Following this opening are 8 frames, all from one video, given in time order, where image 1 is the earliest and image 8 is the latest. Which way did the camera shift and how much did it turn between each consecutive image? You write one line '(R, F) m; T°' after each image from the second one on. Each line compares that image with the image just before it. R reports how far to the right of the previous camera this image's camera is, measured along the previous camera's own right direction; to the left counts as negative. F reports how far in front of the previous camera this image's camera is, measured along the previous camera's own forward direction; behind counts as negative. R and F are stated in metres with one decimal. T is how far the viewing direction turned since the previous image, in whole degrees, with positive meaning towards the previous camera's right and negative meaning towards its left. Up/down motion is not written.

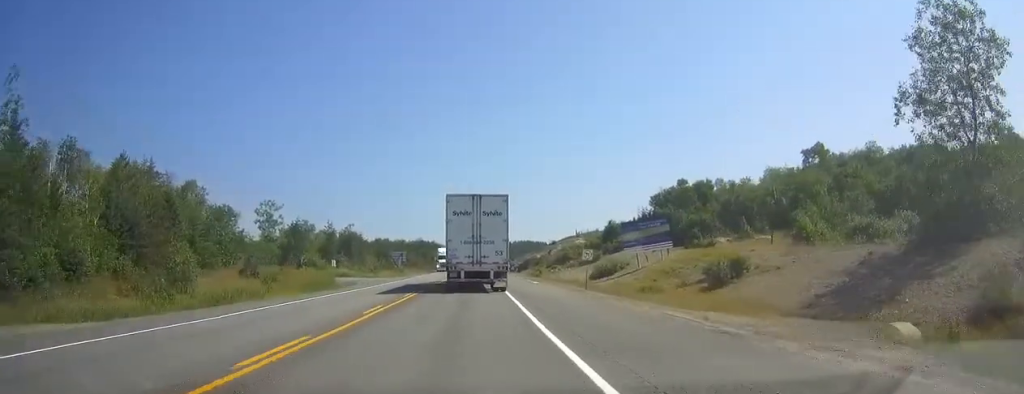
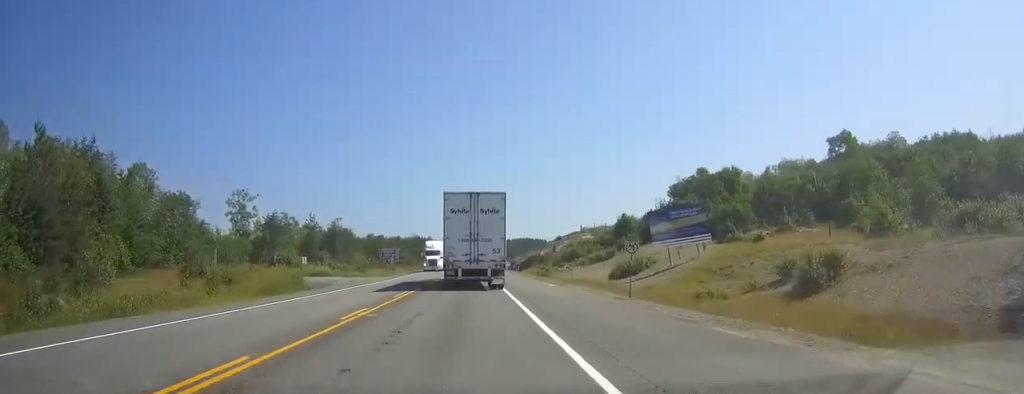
(0.0, +11.8) m; 0°
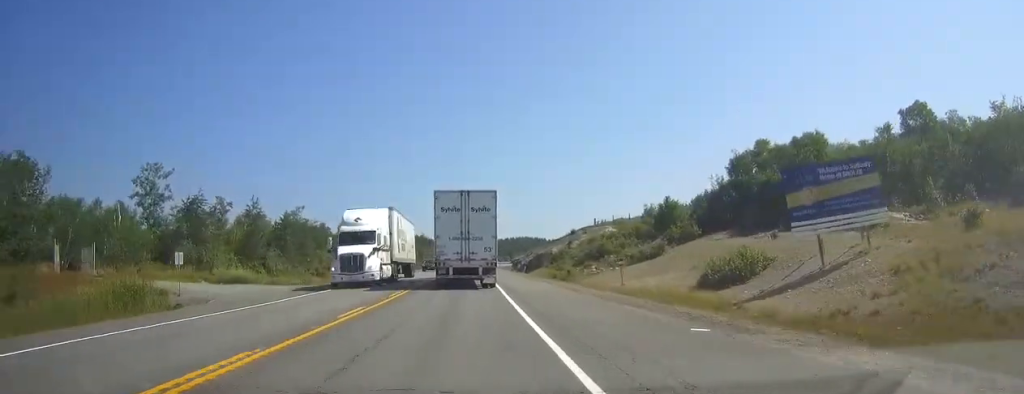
(+0.1, +26.4) m; 0°
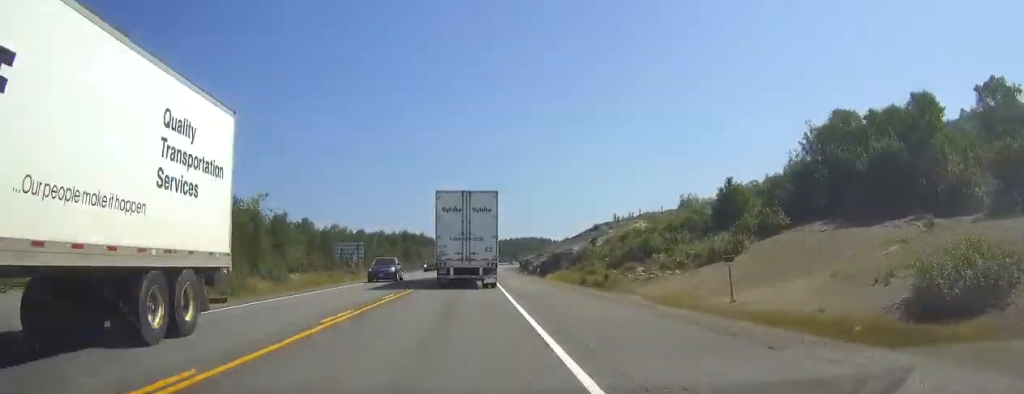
(0.0, +20.0) m; 0°
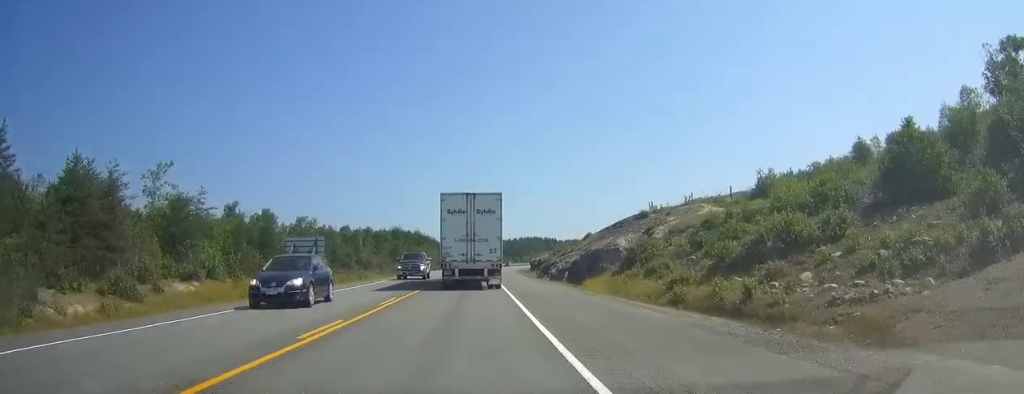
(0.0, +29.0) m; 0°
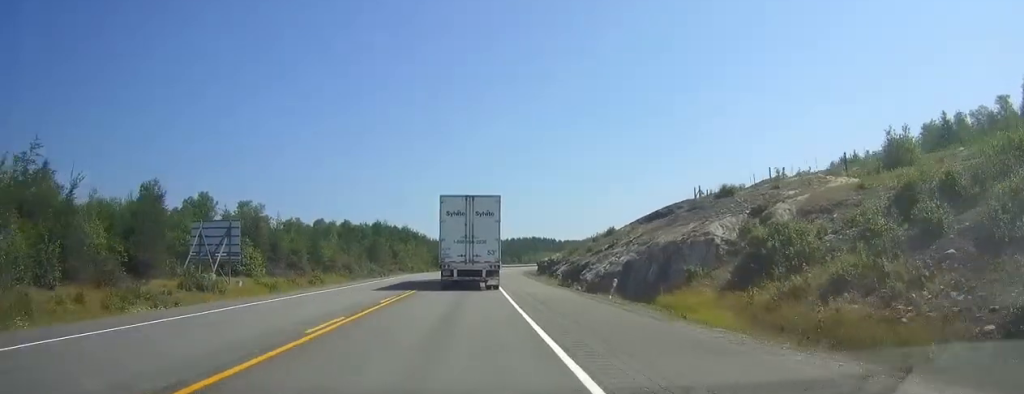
(-0.1, +27.0) m; 0°
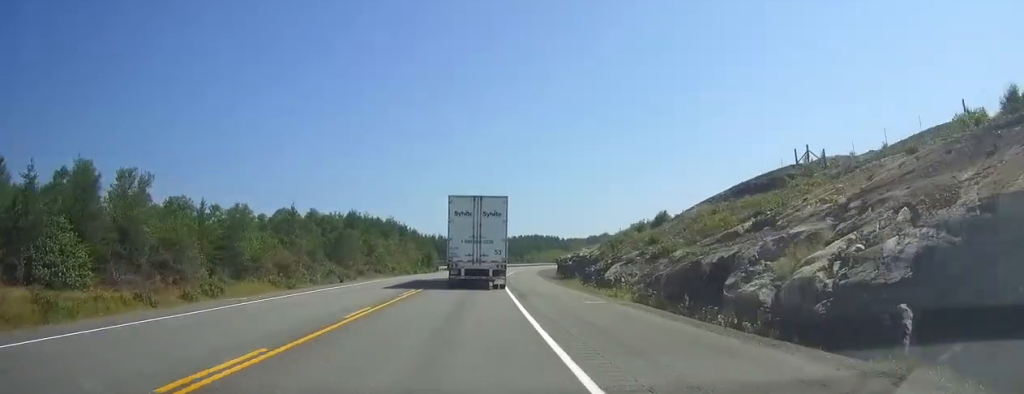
(+0.1, +31.3) m; 0°
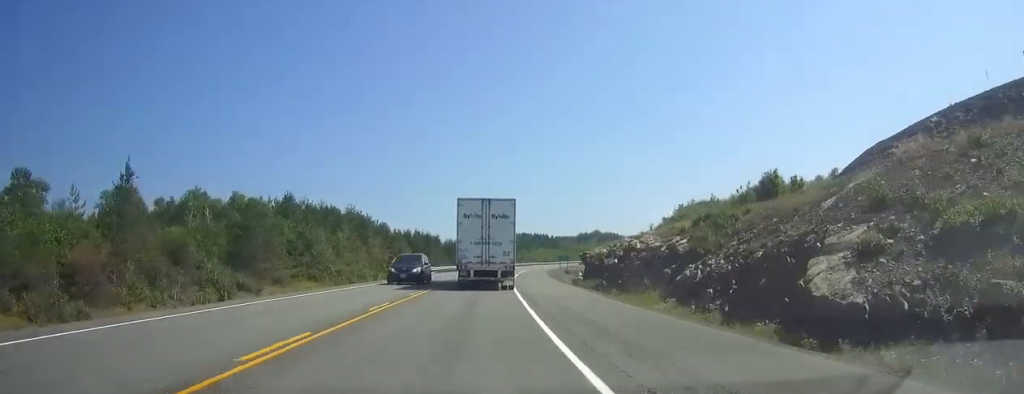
(+0.1, +33.9) m; 0°
